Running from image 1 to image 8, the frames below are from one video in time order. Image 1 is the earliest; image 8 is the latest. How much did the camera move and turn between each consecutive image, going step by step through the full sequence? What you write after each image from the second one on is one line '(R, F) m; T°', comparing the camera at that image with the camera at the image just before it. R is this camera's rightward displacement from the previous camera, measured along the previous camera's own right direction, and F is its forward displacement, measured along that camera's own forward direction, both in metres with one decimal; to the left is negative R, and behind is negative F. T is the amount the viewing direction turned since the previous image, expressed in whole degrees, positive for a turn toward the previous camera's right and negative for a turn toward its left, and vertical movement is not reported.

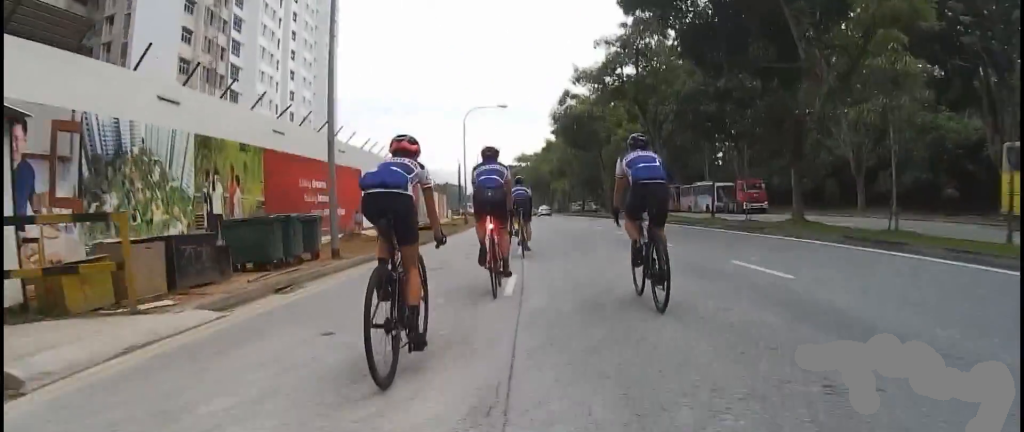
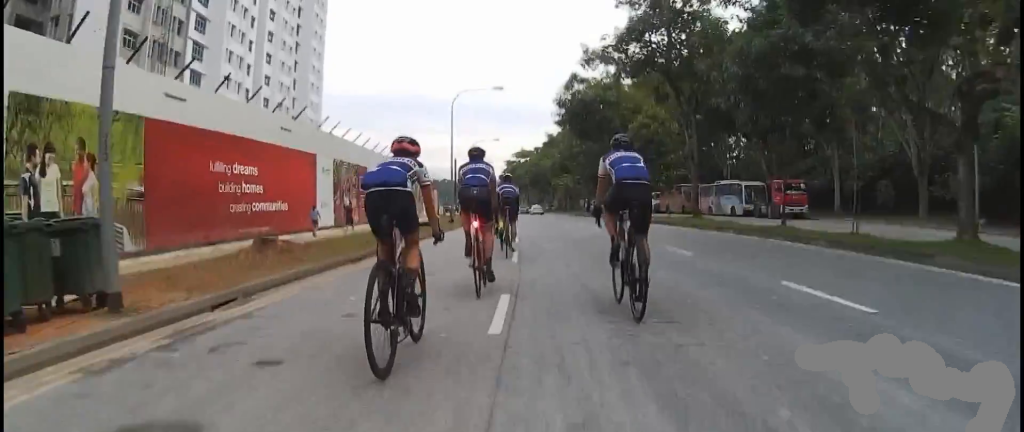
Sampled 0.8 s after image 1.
(+0.7, +8.0) m; 0°
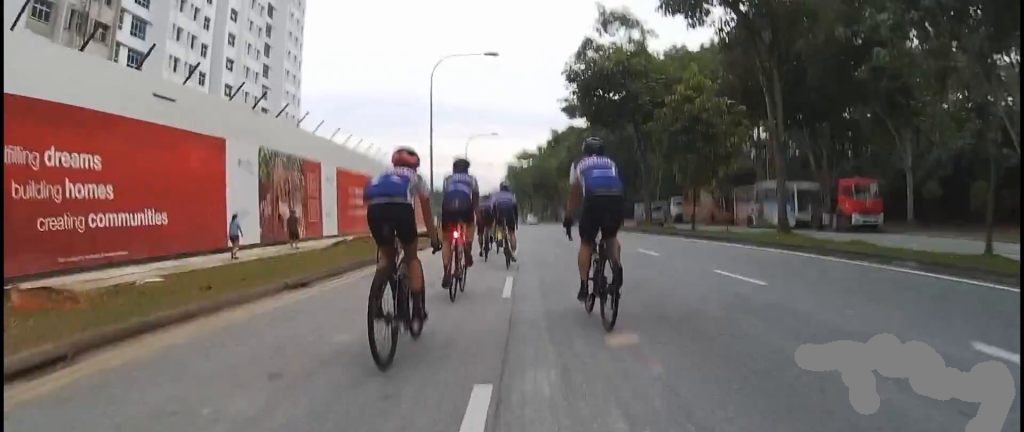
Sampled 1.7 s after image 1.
(-0.9, +9.7) m; -8°
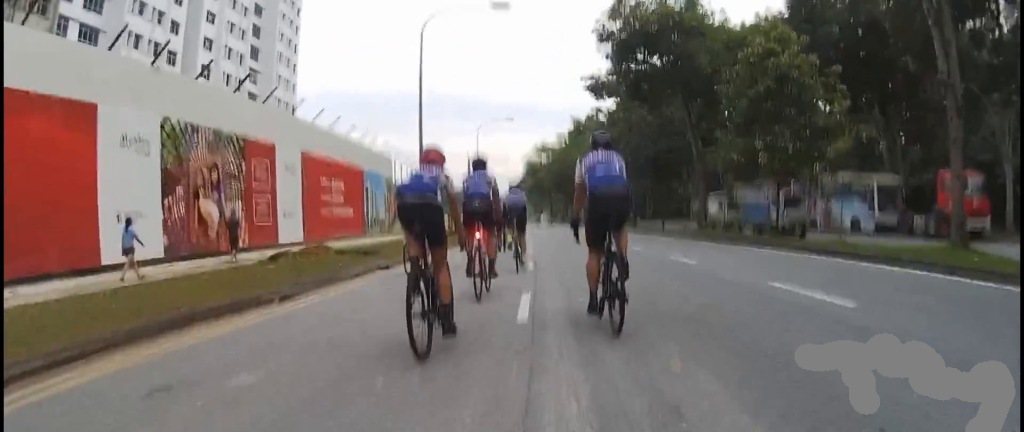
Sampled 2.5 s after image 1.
(-0.7, +8.2) m; 0°
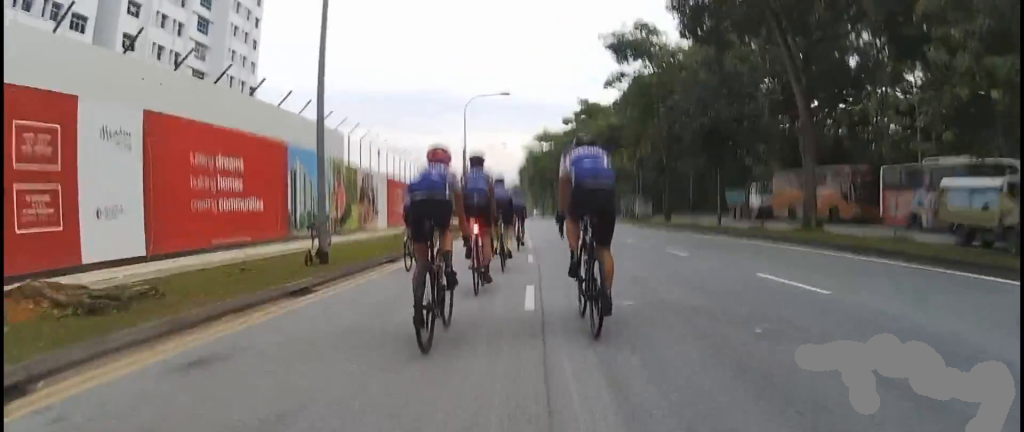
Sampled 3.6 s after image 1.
(+1.0, +12.2) m; +5°
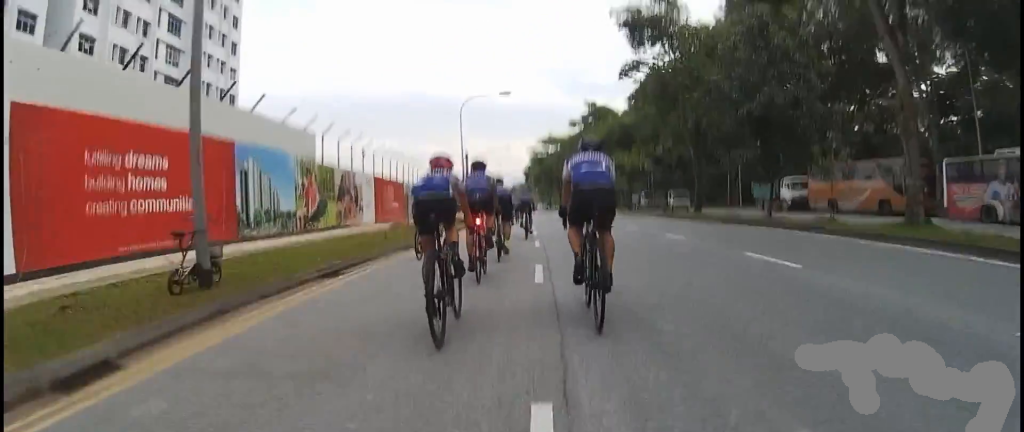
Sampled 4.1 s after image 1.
(0.0, +4.8) m; -3°
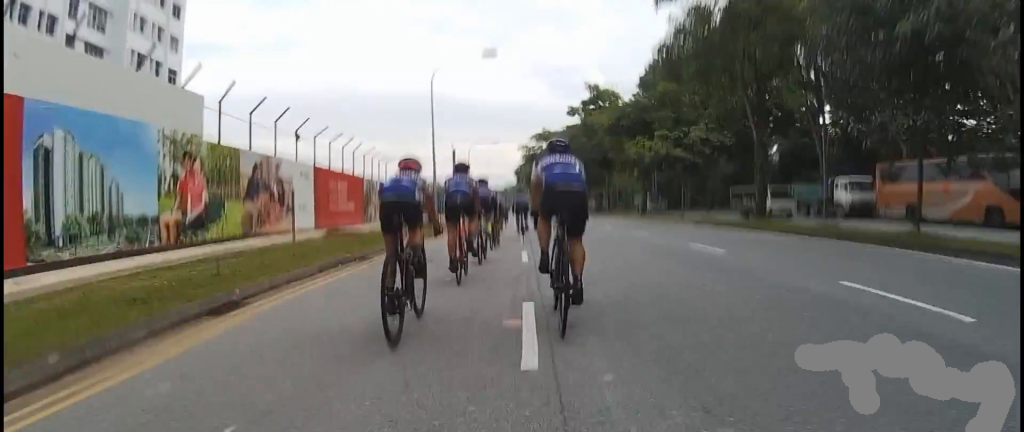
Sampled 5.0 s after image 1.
(-0.5, +9.5) m; -6°
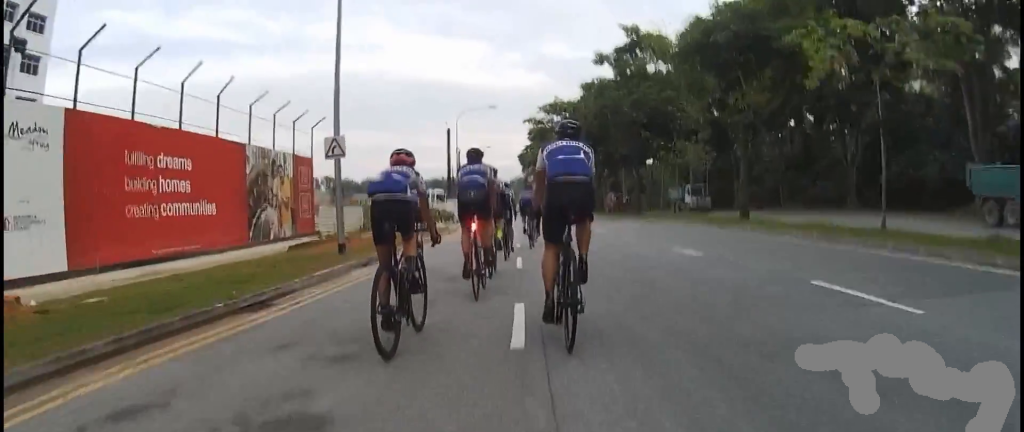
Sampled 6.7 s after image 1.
(-1.2, +17.4) m; -5°
